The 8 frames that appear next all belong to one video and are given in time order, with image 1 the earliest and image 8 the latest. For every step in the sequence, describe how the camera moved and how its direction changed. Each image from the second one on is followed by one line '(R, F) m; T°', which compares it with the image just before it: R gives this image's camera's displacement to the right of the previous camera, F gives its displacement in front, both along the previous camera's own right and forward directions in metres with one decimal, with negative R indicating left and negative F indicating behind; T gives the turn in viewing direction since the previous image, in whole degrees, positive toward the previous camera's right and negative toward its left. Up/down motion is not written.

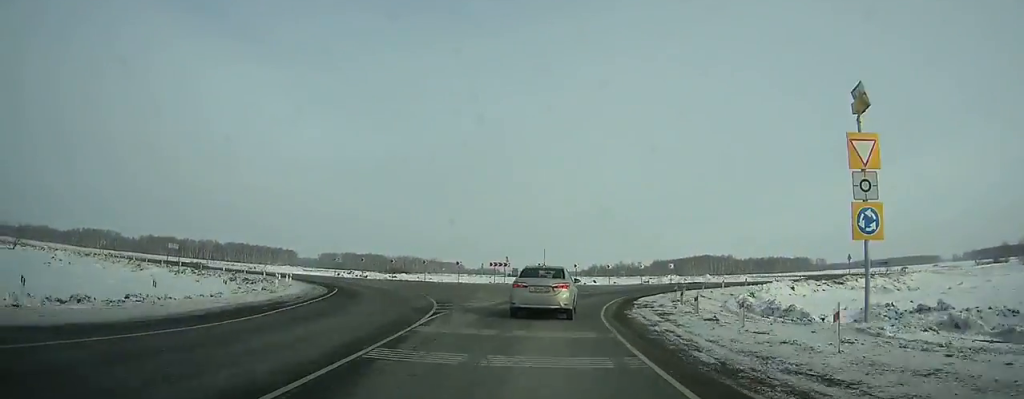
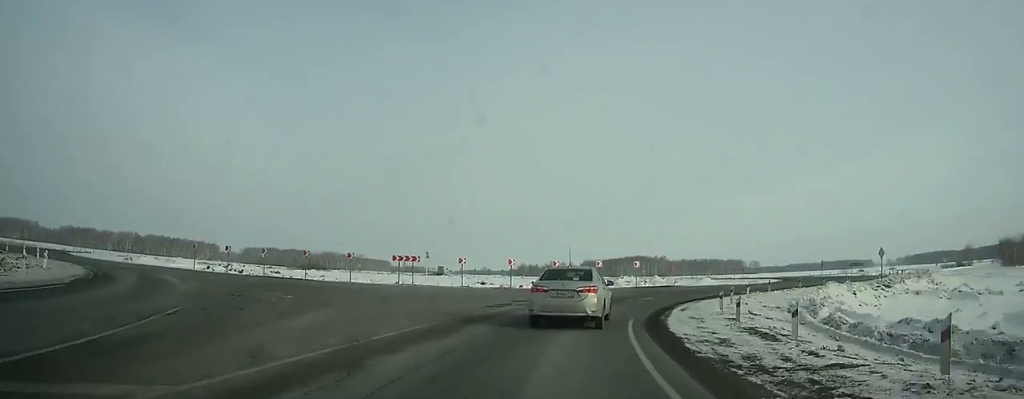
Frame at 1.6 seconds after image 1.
(+1.2, +17.9) m; +9°
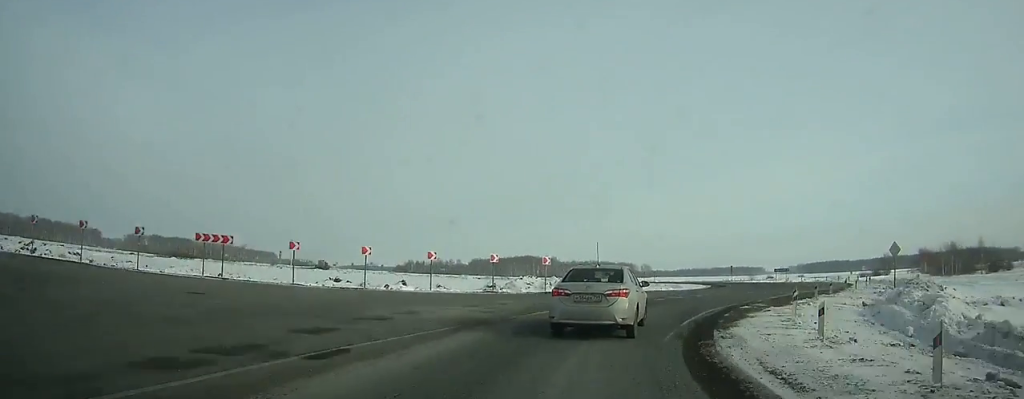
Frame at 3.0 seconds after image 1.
(+0.2, +15.2) m; +11°
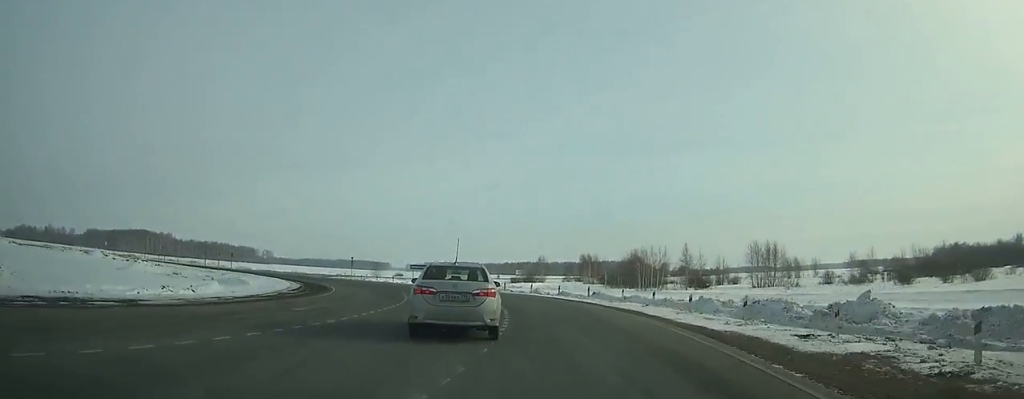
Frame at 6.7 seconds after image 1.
(+9.5, +36.2) m; +19°
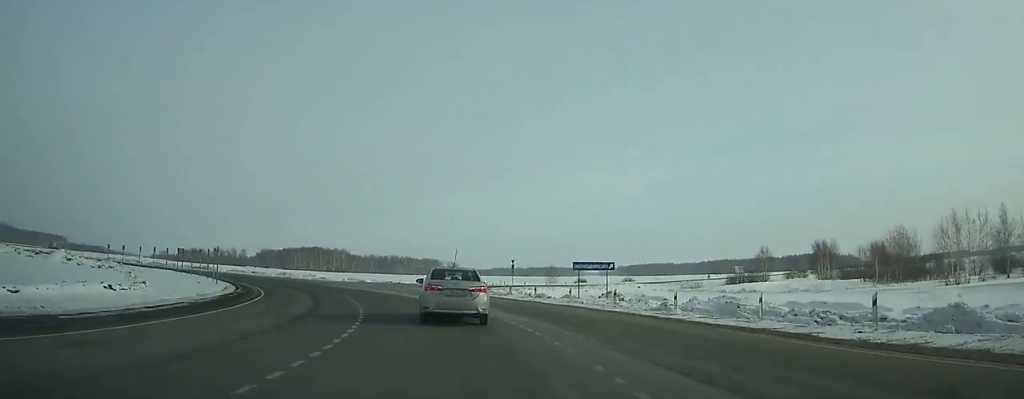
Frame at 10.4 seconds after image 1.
(-3.3, +37.1) m; -19°
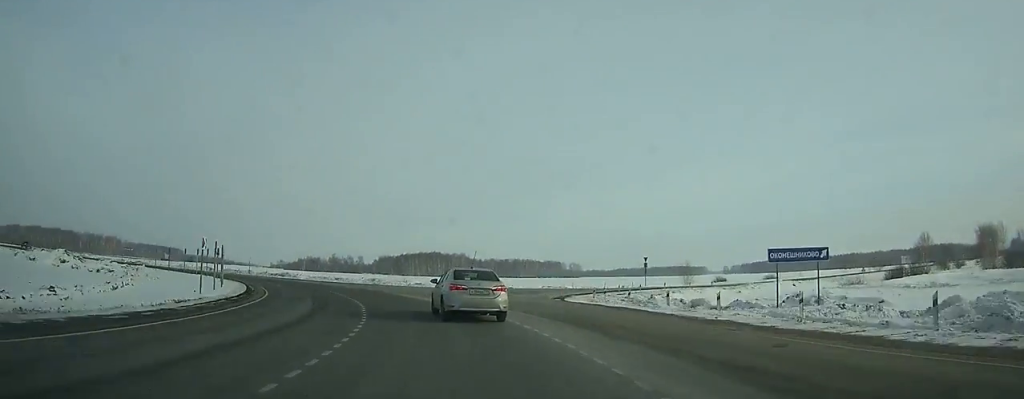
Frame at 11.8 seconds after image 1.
(-1.3, +14.7) m; -12°
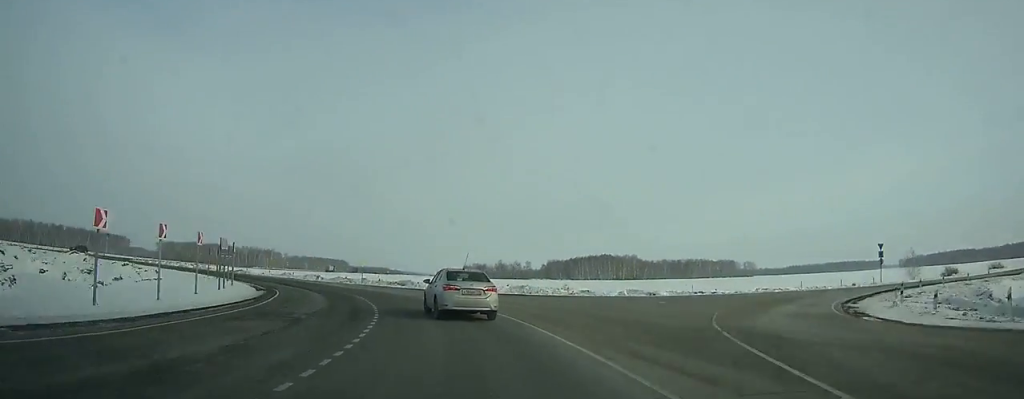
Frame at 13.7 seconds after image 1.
(-3.2, +19.8) m; -17°
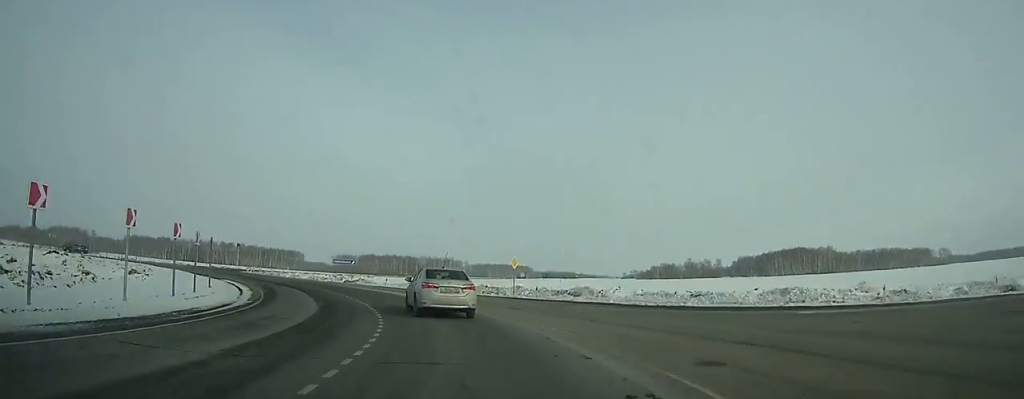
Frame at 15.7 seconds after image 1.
(-1.6, +21.9) m; -18°
